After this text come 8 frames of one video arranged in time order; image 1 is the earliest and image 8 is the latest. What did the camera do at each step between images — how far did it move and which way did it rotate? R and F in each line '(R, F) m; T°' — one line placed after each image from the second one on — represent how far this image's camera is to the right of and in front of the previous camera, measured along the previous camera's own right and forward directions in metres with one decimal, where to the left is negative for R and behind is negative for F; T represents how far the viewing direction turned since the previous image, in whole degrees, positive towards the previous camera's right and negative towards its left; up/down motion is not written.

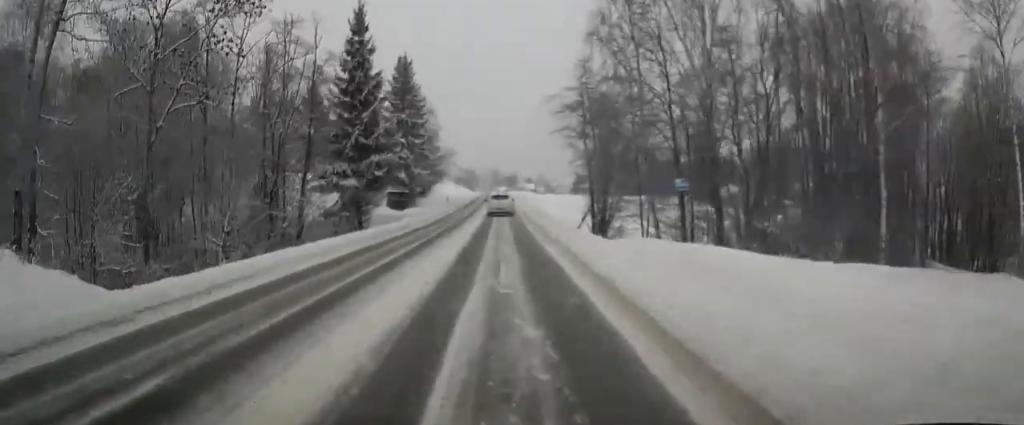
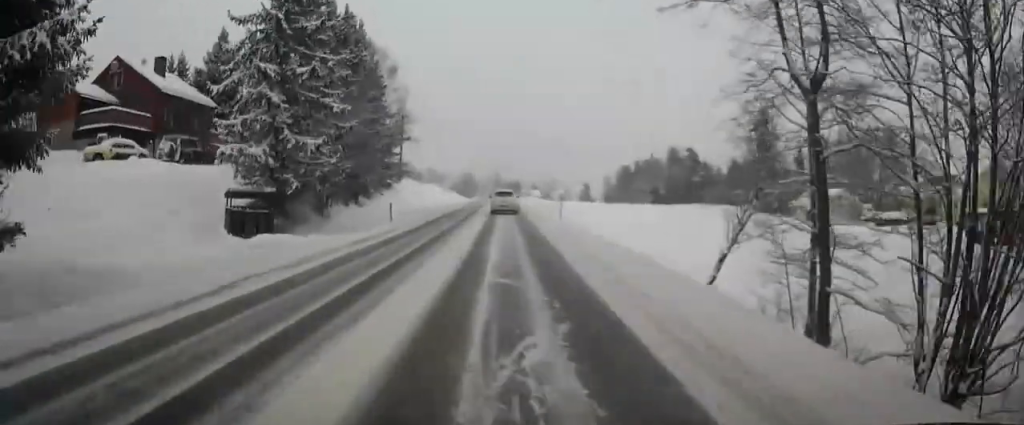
(-0.1, +32.7) m; 0°
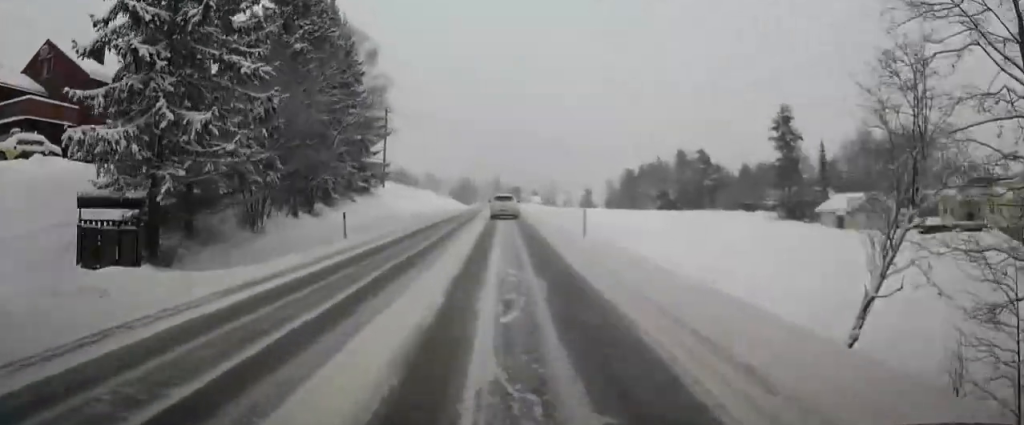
(0.0, +8.6) m; 0°
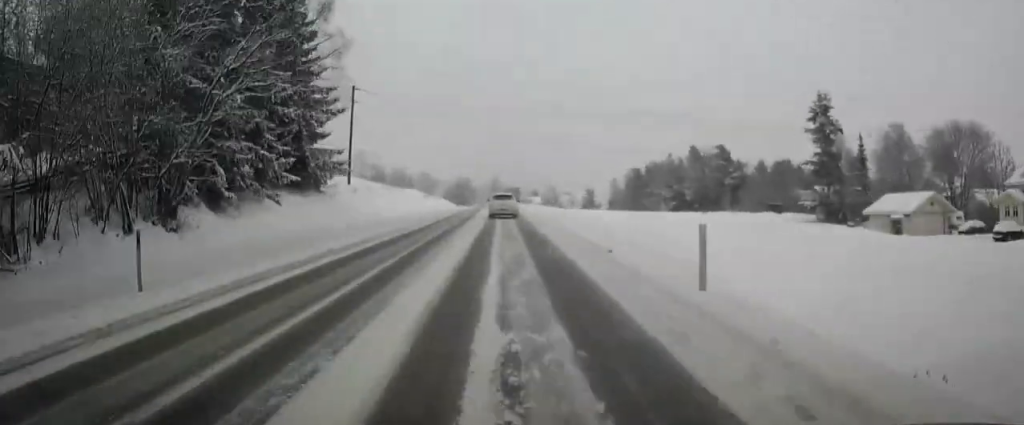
(0.0, +12.4) m; 0°
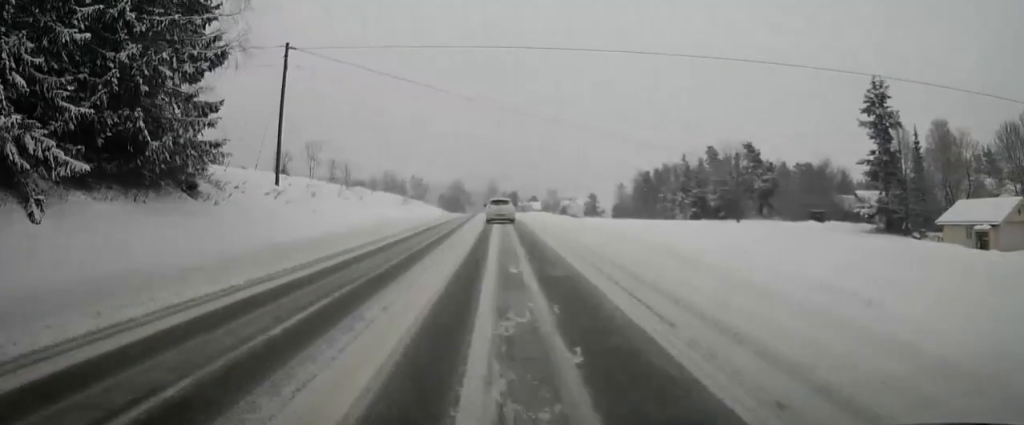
(0.0, +14.4) m; 0°
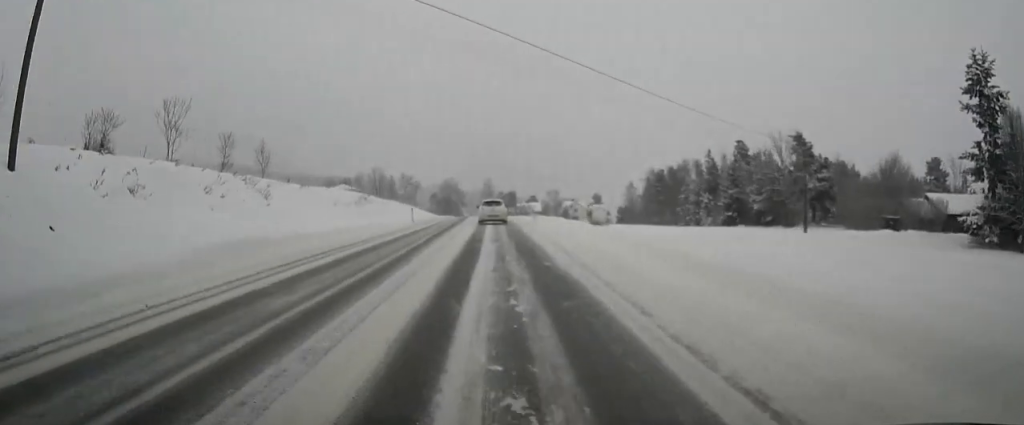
(-0.1, +18.6) m; 0°
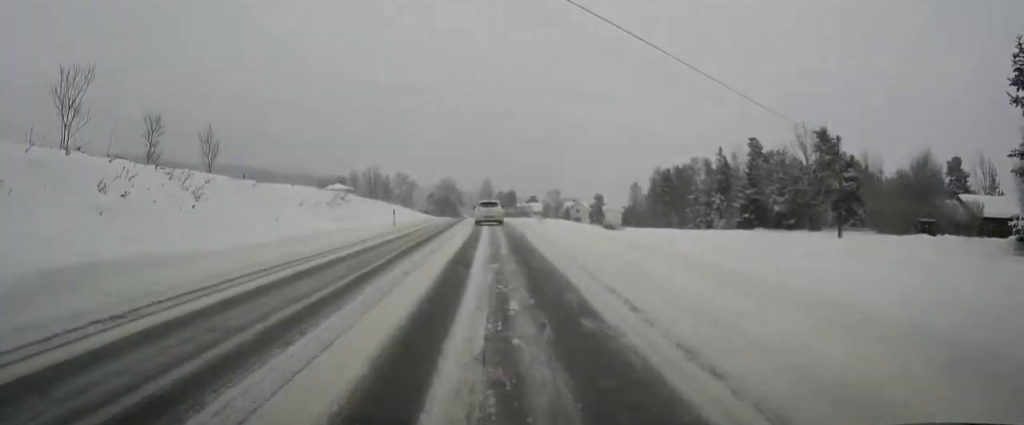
(0.0, +6.7) m; 0°
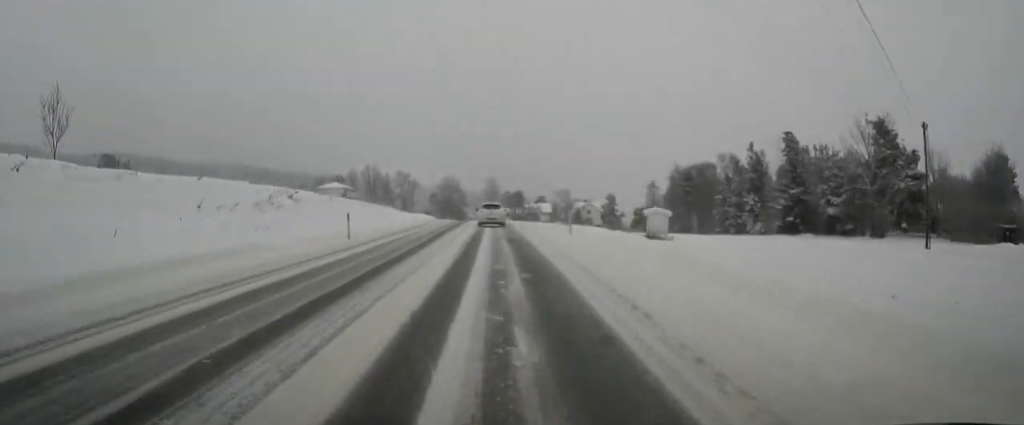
(0.0, +11.9) m; 0°
